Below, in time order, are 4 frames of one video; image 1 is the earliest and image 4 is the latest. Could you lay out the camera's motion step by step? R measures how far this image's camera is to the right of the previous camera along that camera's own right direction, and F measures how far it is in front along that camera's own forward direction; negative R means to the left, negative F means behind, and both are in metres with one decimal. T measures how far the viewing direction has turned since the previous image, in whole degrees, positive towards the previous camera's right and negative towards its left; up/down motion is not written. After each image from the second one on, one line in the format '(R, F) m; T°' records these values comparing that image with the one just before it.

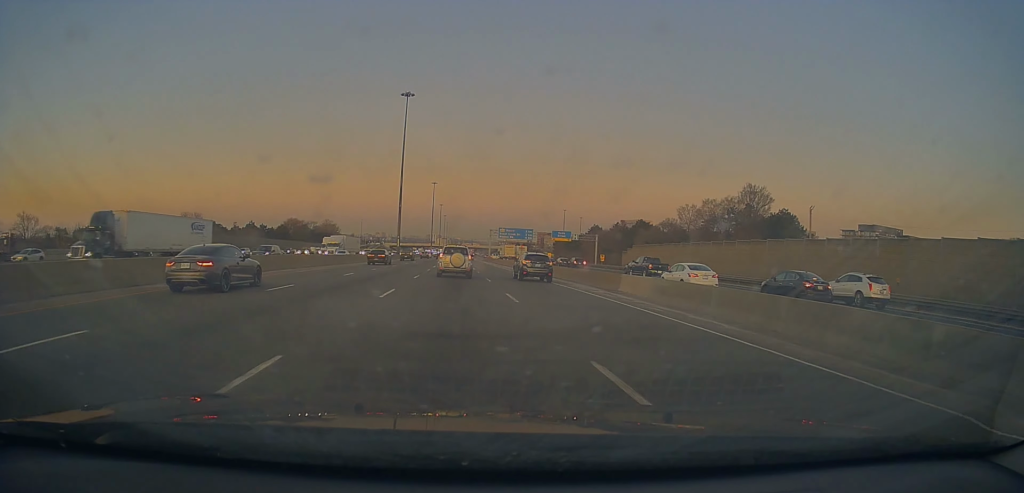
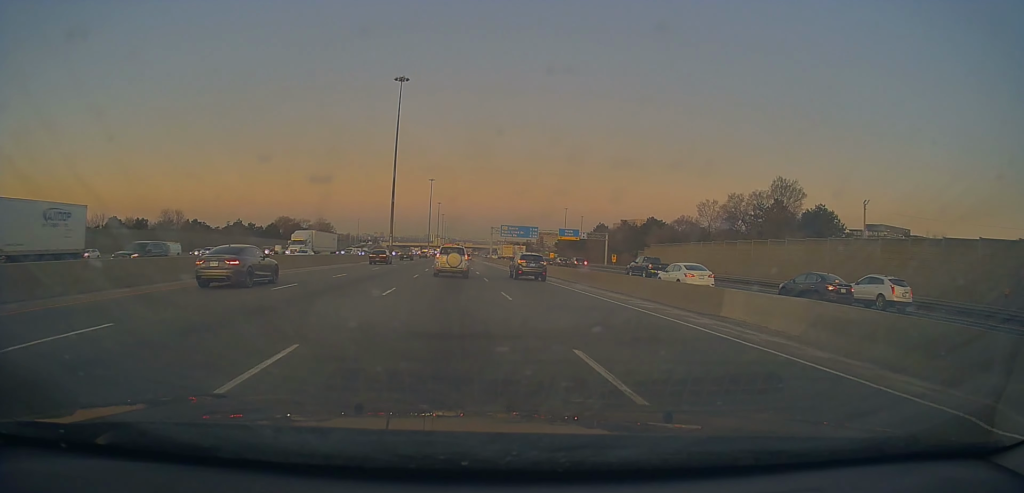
(0.0, +11.2) m; 0°
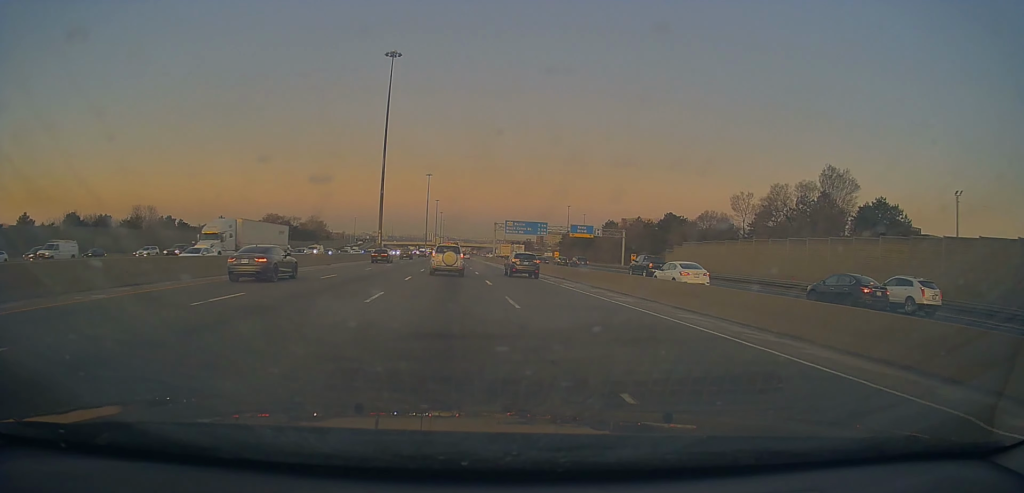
(+0.2, +14.7) m; +1°
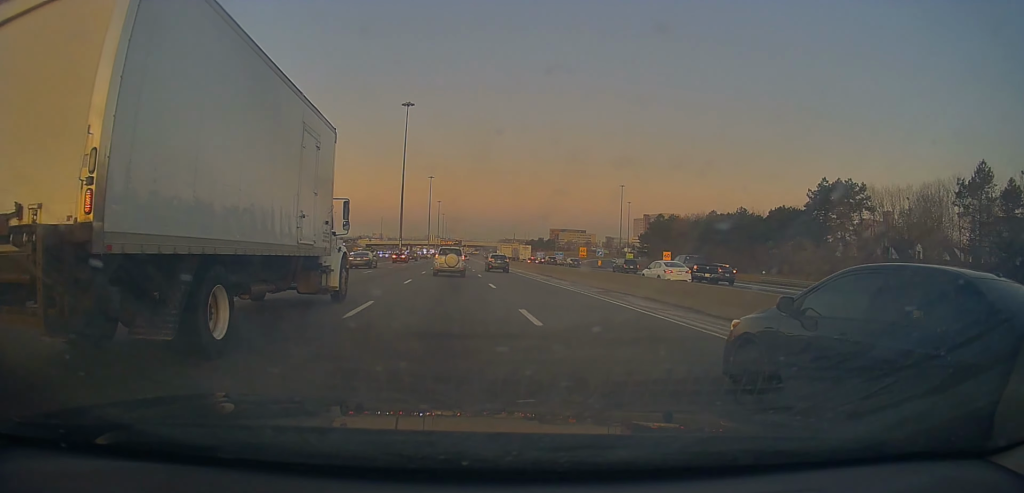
(+1.3, +122.3) m; 0°
